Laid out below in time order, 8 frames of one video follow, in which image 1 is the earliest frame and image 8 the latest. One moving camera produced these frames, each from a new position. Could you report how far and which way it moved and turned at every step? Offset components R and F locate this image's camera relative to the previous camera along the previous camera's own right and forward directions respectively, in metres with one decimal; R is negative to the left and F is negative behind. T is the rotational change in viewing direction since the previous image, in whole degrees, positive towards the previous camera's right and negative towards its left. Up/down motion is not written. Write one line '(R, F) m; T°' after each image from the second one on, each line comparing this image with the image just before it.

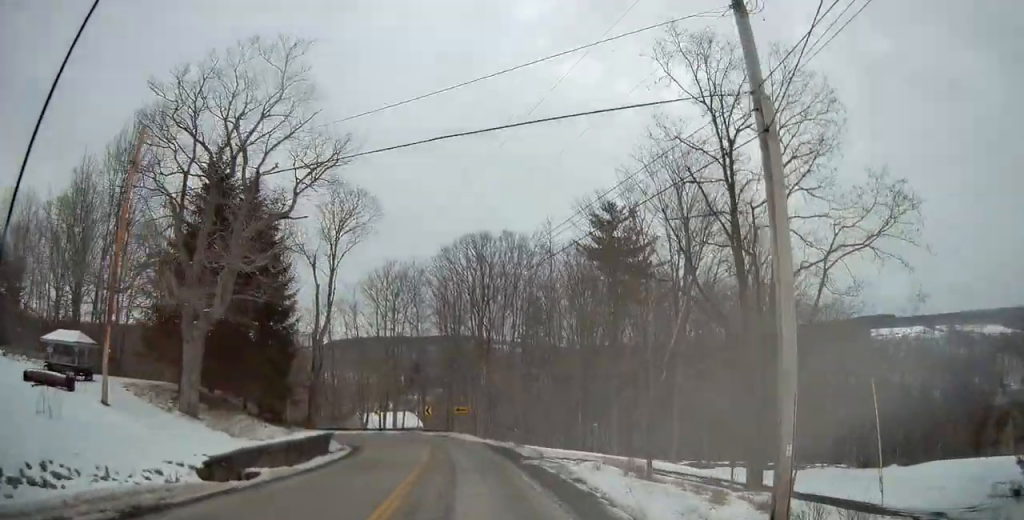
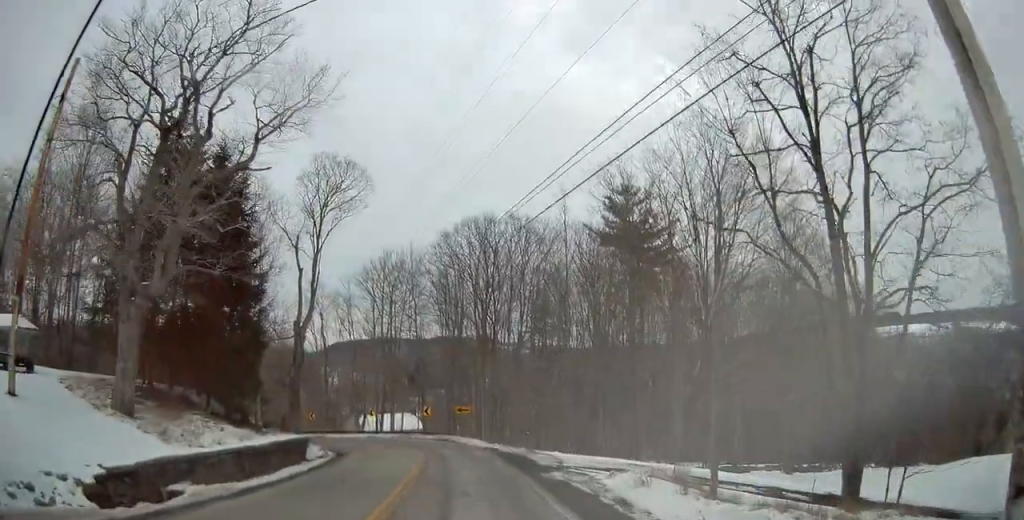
(+0.1, +6.1) m; 0°
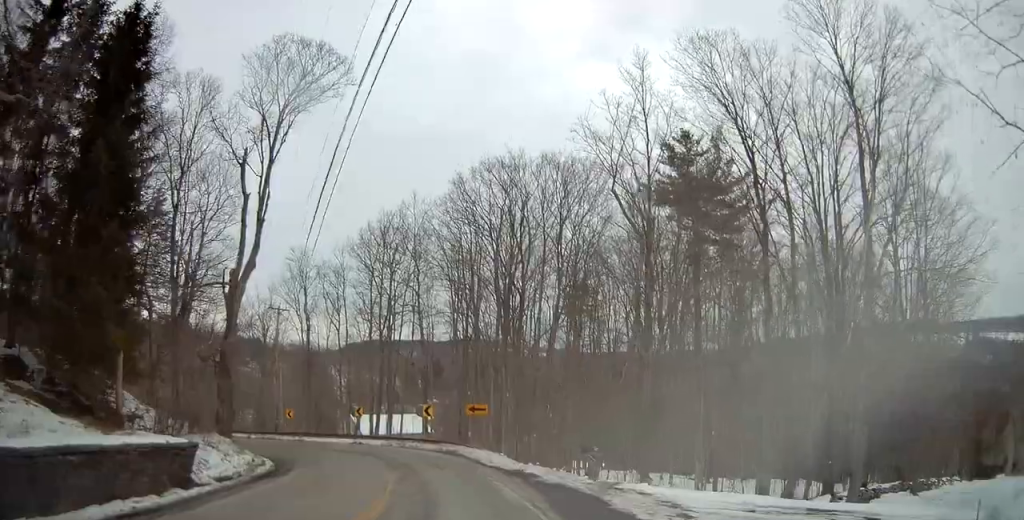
(-0.1, +15.2) m; -2°
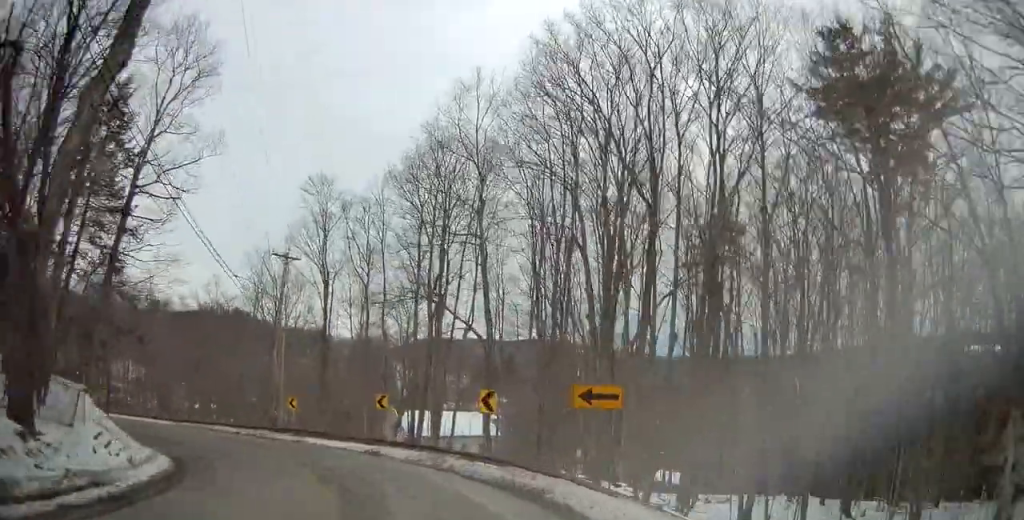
(-0.4, +17.8) m; -5°
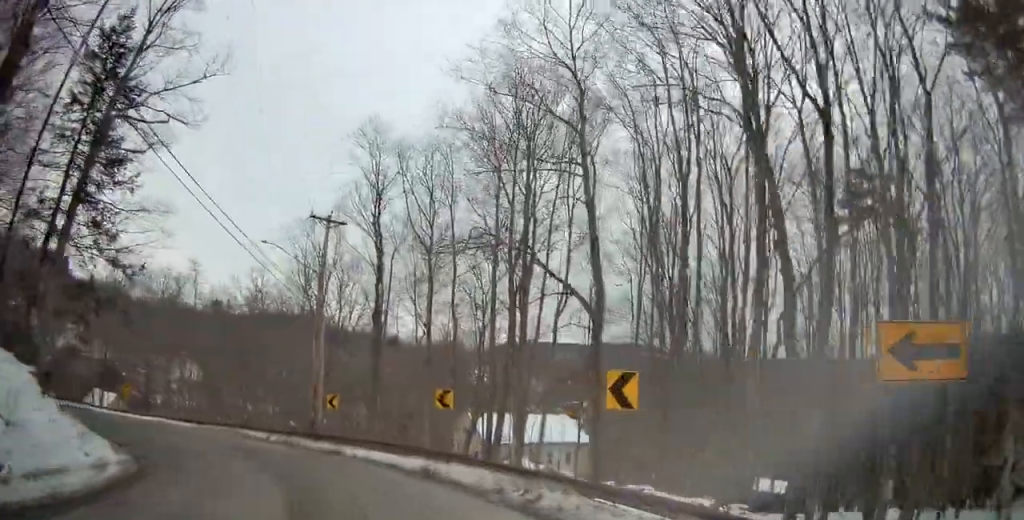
(-0.6, +9.5) m; -6°
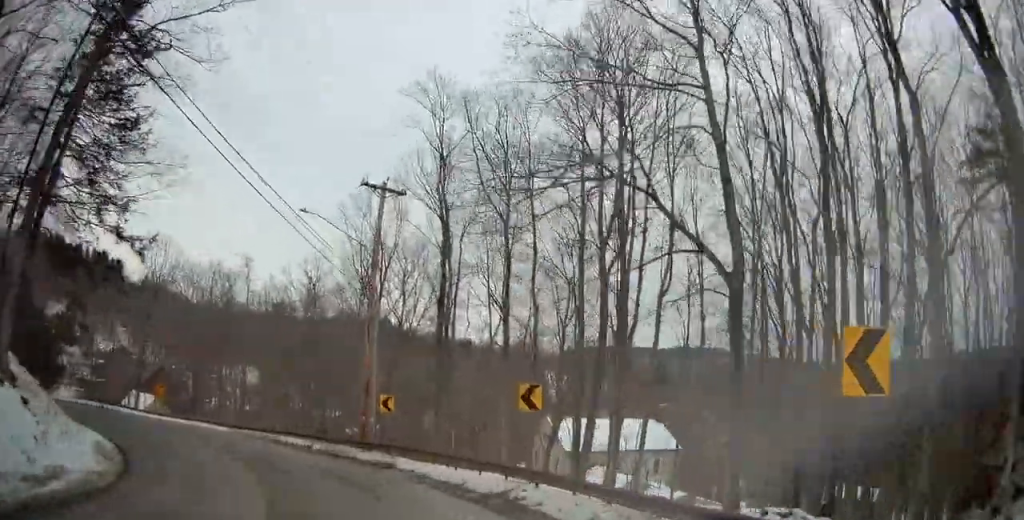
(-0.2, +5.8) m; -7°
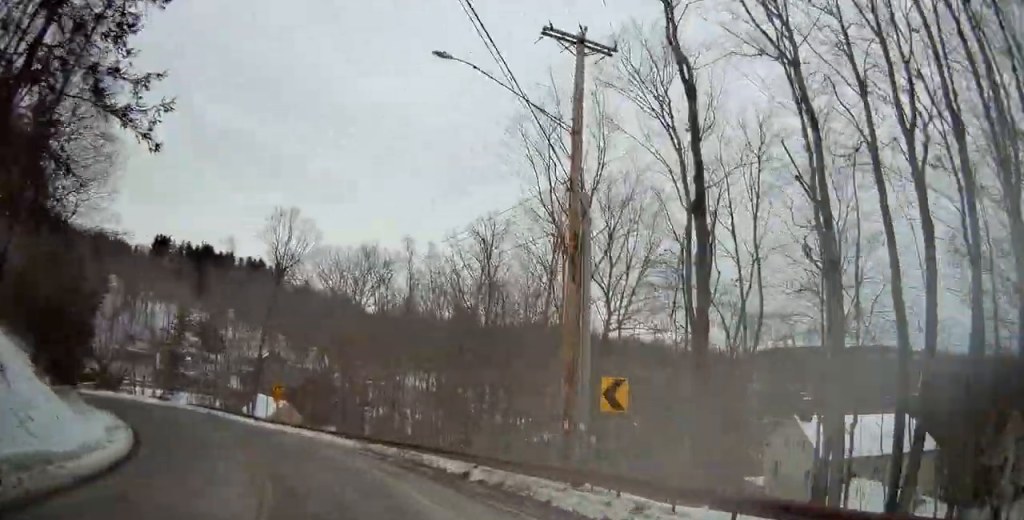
(-1.7, +12.2) m; -18°
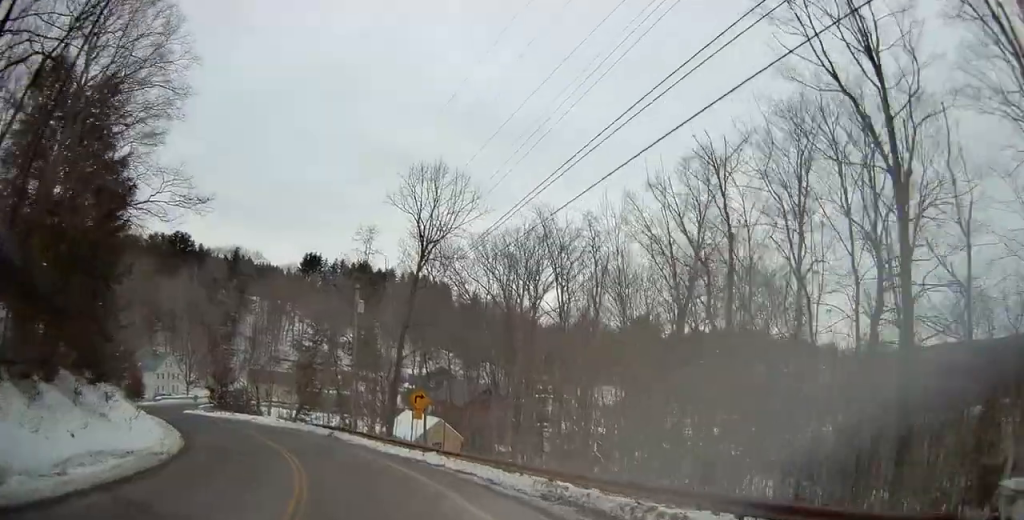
(-1.4, +10.9) m; -15°
